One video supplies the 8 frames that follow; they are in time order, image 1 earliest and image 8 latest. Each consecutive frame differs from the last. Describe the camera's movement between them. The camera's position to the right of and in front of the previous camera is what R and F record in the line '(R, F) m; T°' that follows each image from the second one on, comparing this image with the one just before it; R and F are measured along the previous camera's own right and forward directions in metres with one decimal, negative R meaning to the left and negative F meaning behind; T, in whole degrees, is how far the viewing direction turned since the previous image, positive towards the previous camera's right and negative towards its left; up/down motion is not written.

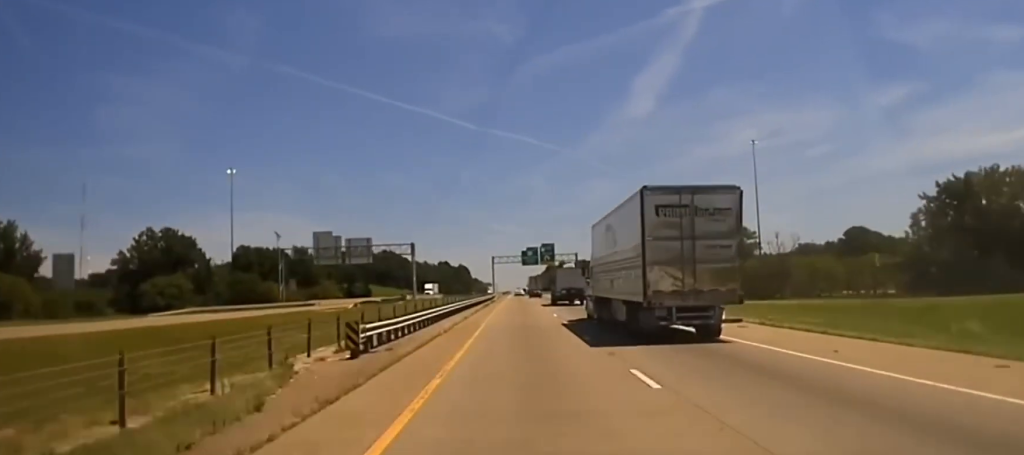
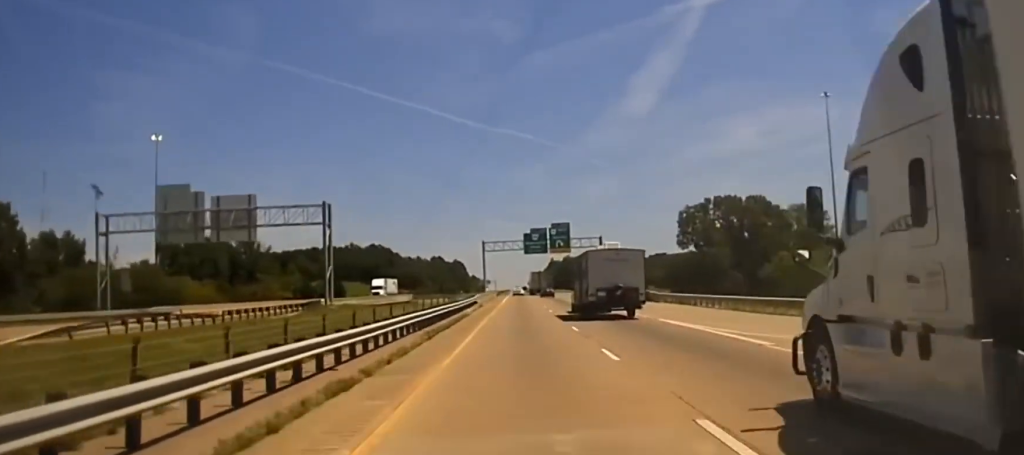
(+0.1, +78.0) m; +1°
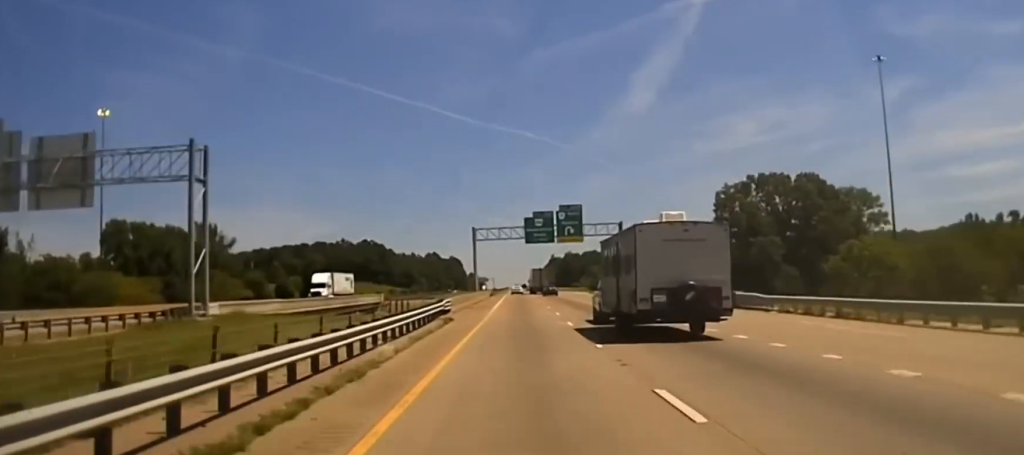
(+0.6, +29.2) m; 0°
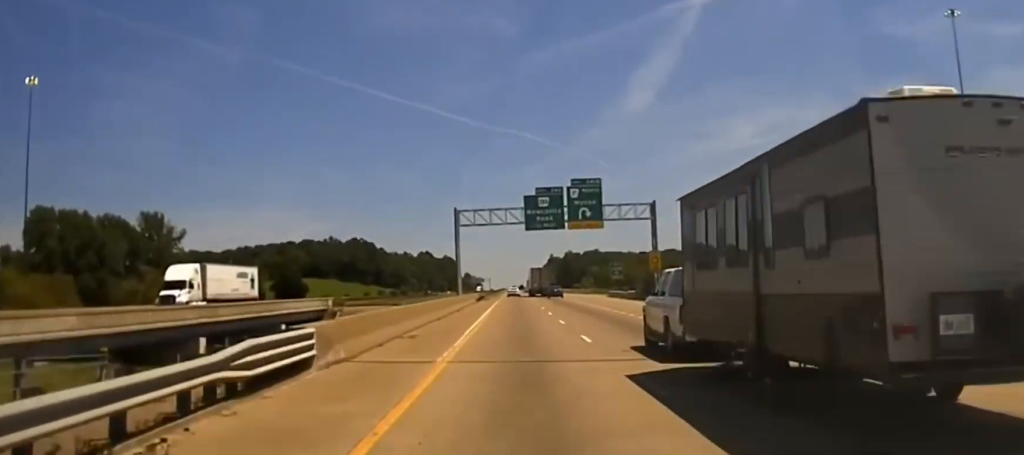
(+0.2, +30.9) m; 0°
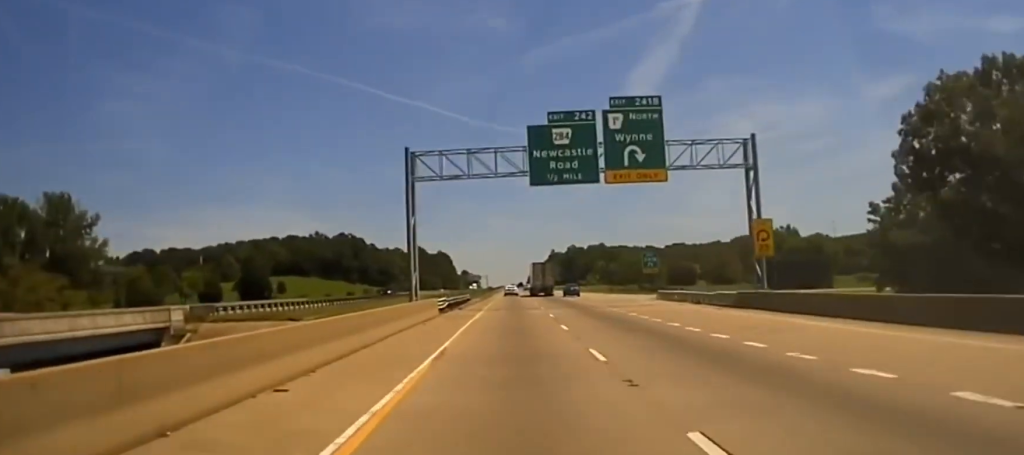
(-0.4, +32.8) m; -1°
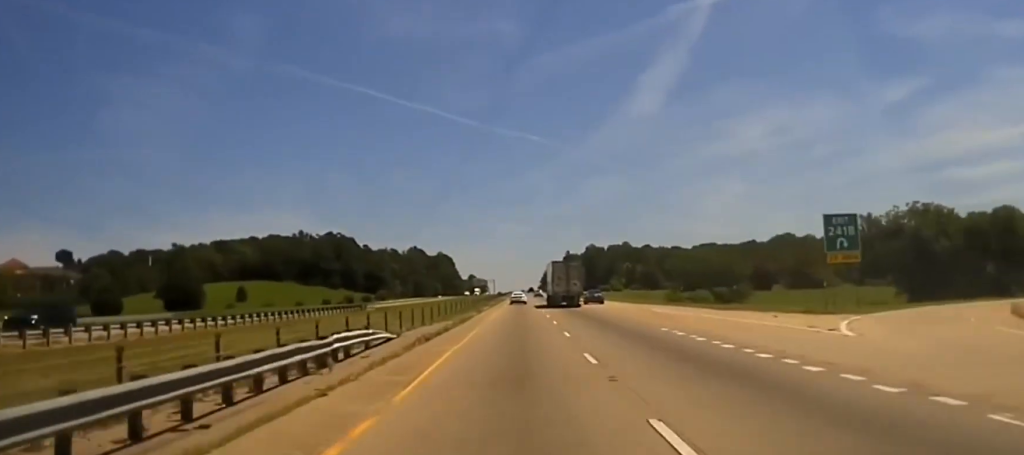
(-0.9, +58.1) m; -1°
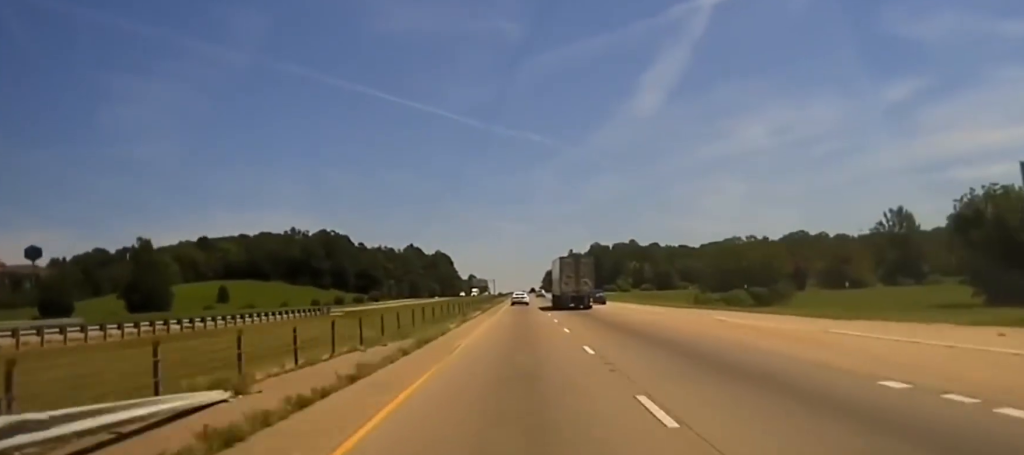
(0.0, +23.0) m; 0°
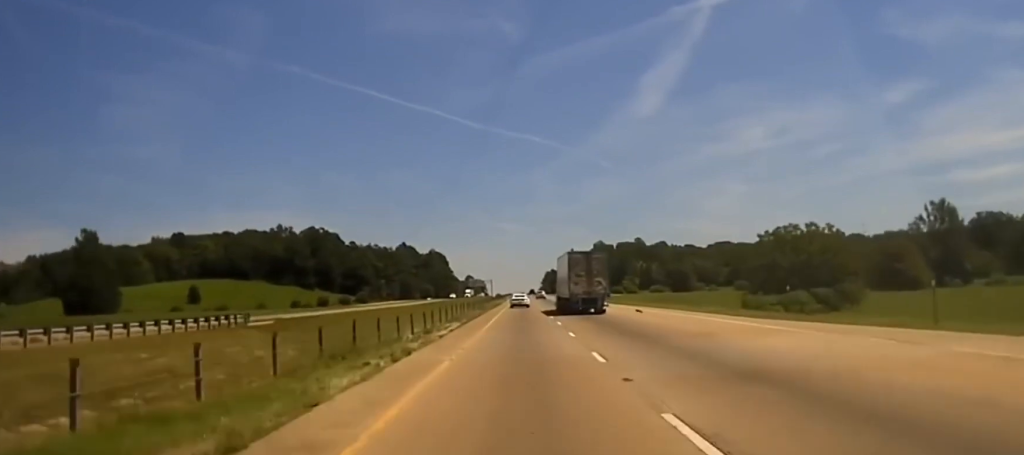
(+0.2, +29.7) m; 0°
